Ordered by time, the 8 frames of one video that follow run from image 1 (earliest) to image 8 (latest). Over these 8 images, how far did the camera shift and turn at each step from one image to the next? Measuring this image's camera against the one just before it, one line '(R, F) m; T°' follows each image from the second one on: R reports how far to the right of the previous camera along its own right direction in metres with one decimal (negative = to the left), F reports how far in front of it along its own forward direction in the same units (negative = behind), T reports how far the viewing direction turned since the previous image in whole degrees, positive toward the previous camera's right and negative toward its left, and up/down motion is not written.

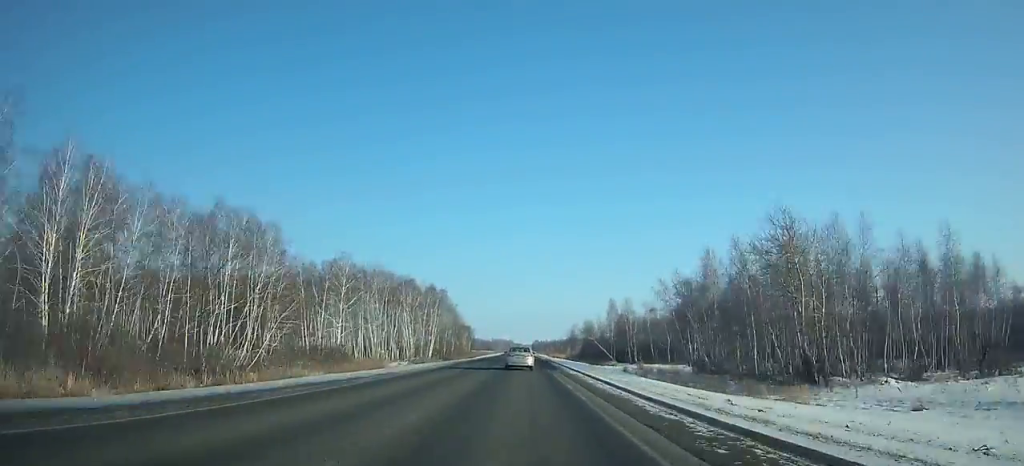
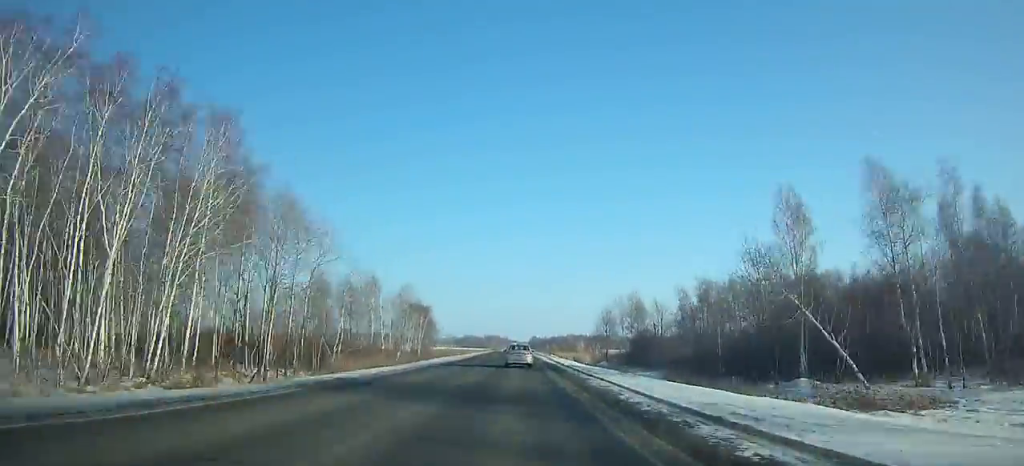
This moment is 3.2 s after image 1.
(+0.1, +87.9) m; 0°
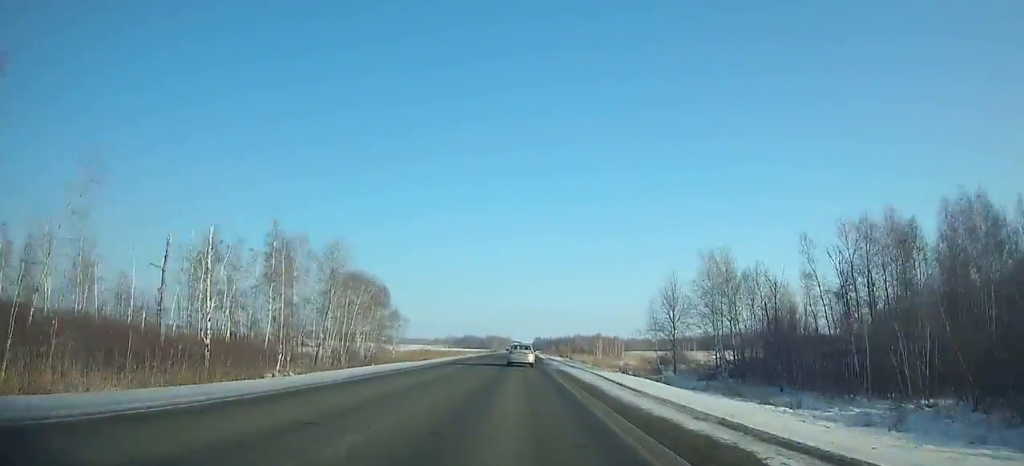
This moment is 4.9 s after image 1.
(+0.1, +46.9) m; 0°
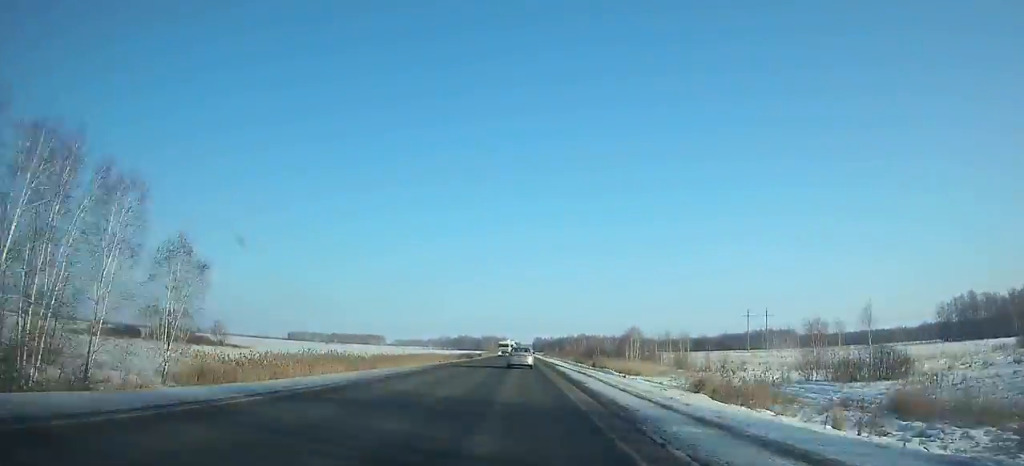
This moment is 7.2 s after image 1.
(0.0, +64.0) m; 0°
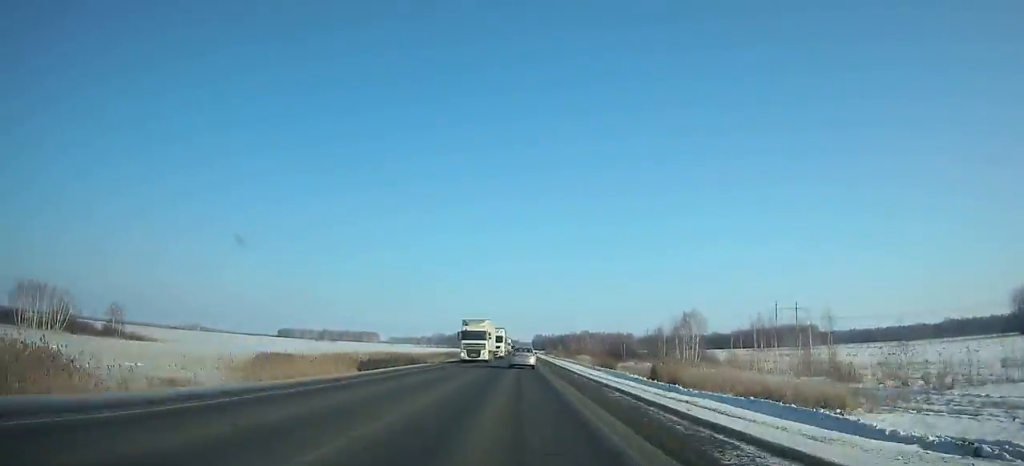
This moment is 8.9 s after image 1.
(-0.1, +47.7) m; 0°
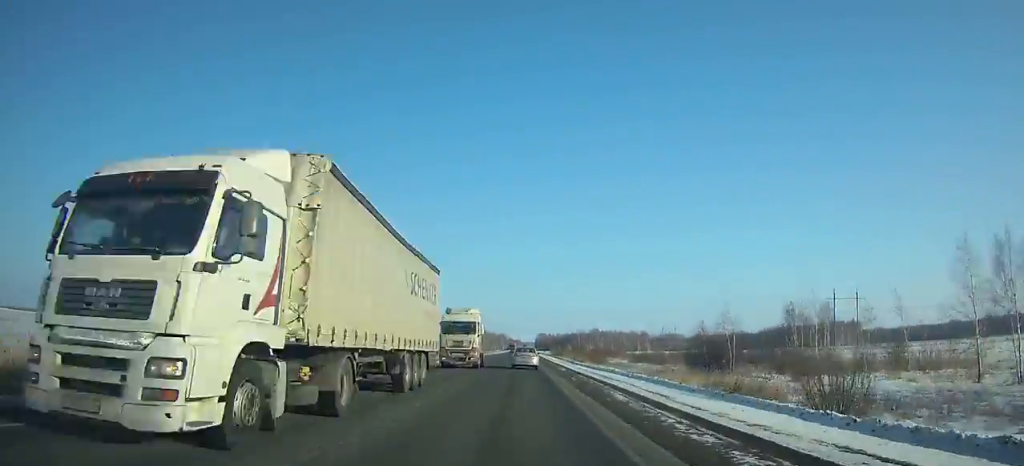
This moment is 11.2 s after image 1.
(-0.1, +64.9) m; 0°
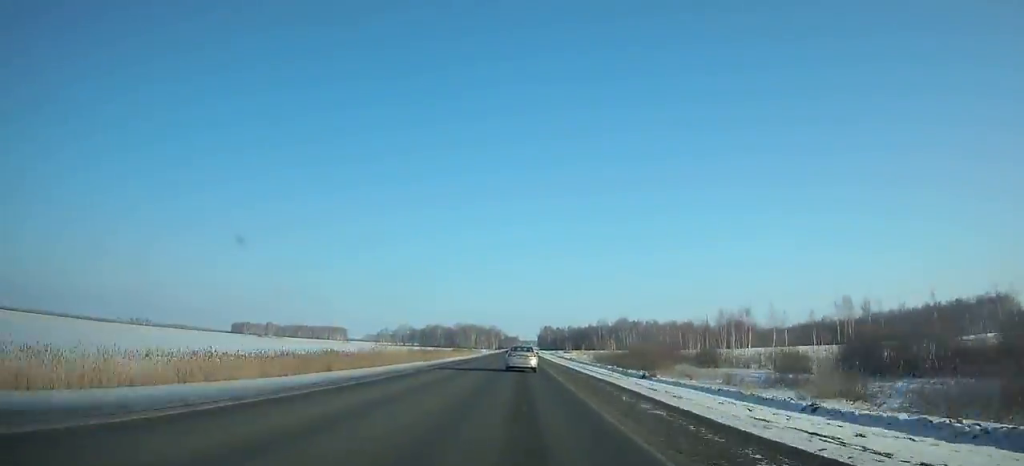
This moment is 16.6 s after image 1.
(+0.3, +153.4) m; 0°
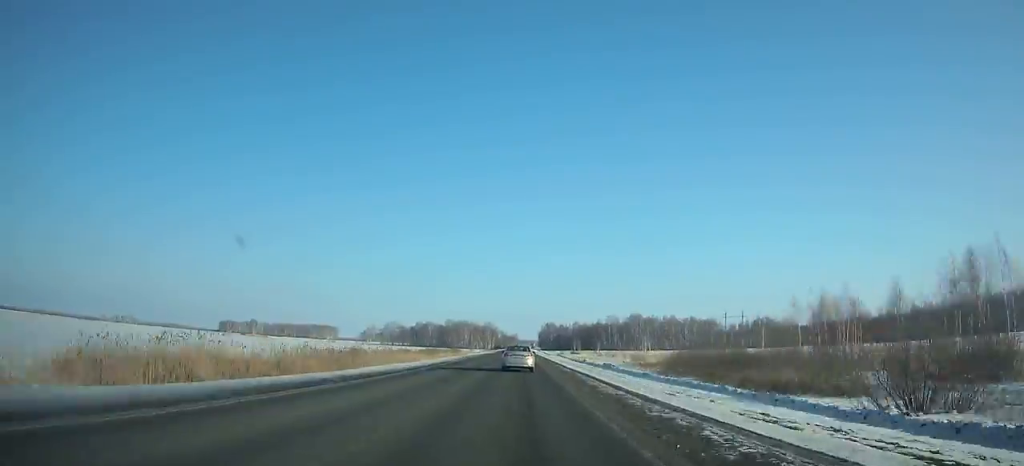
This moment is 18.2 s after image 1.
(0.0, +45.0) m; 0°
